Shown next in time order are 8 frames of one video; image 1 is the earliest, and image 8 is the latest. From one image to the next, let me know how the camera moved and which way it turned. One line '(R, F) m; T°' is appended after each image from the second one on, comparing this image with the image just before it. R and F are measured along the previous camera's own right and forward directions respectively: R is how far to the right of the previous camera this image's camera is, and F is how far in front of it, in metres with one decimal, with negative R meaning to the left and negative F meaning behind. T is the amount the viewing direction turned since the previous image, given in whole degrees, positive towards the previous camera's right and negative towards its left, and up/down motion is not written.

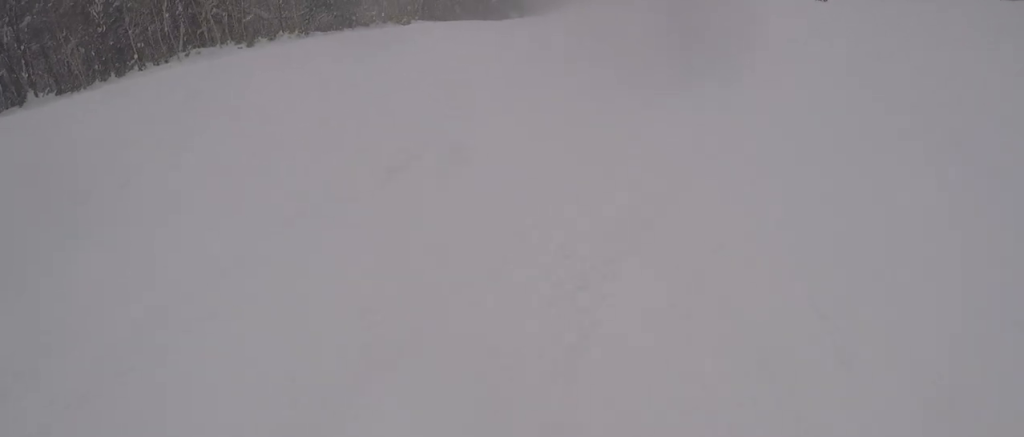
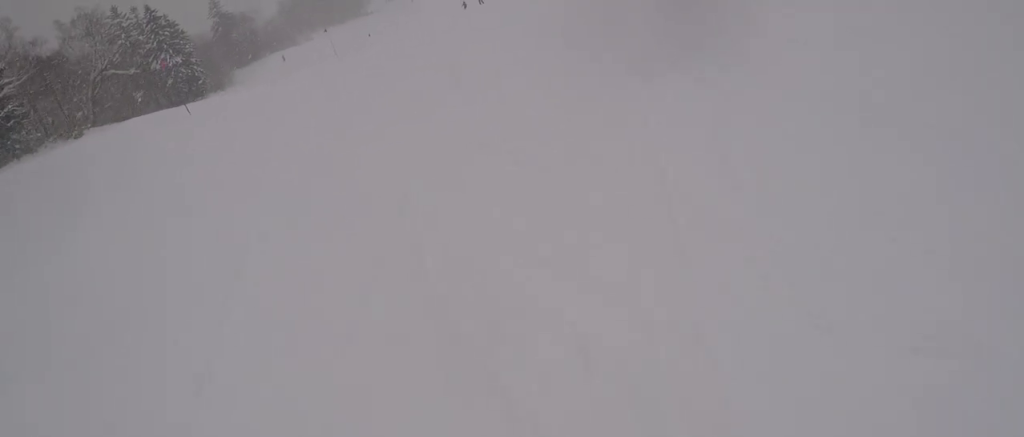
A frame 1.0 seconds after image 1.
(+0.4, +6.2) m; +12°
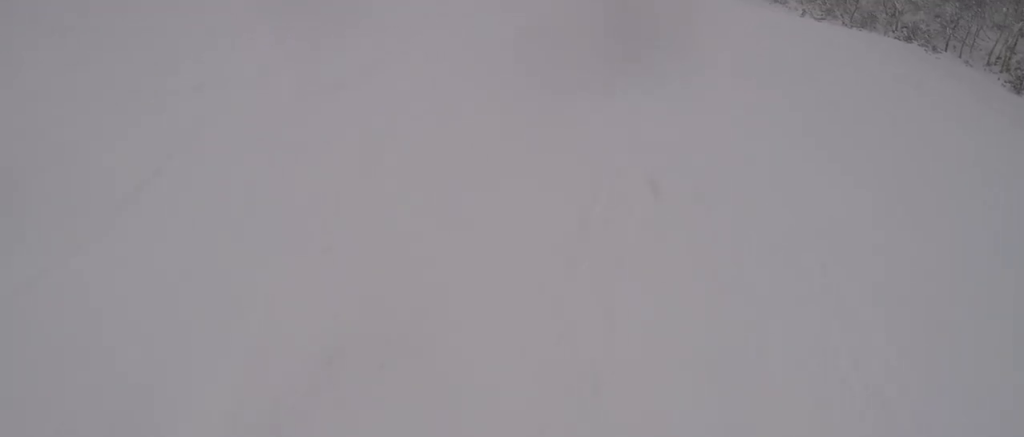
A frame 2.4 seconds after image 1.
(+1.3, +8.8) m; -3°
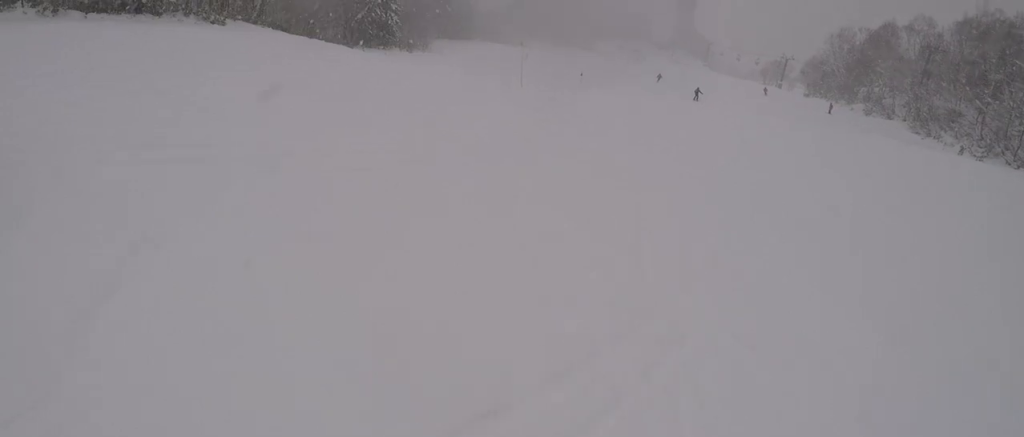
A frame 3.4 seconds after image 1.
(-1.1, +5.1) m; -20°
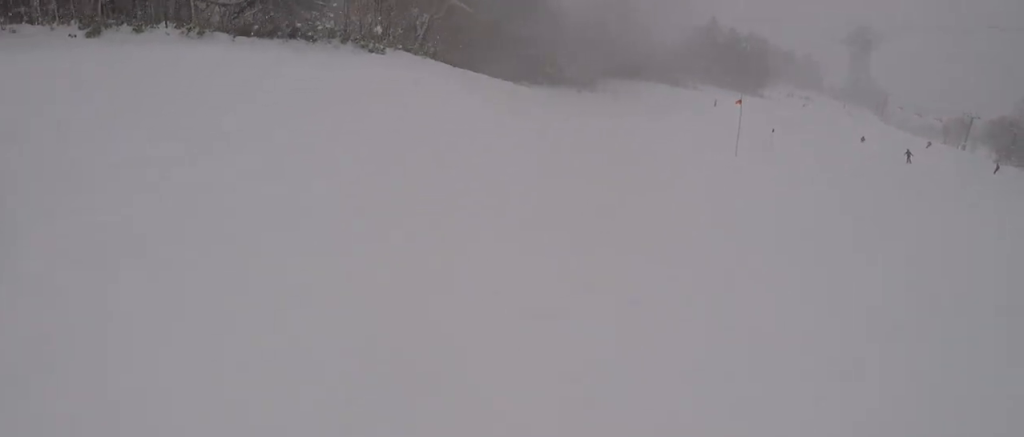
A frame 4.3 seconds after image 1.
(-0.8, +4.6) m; -10°
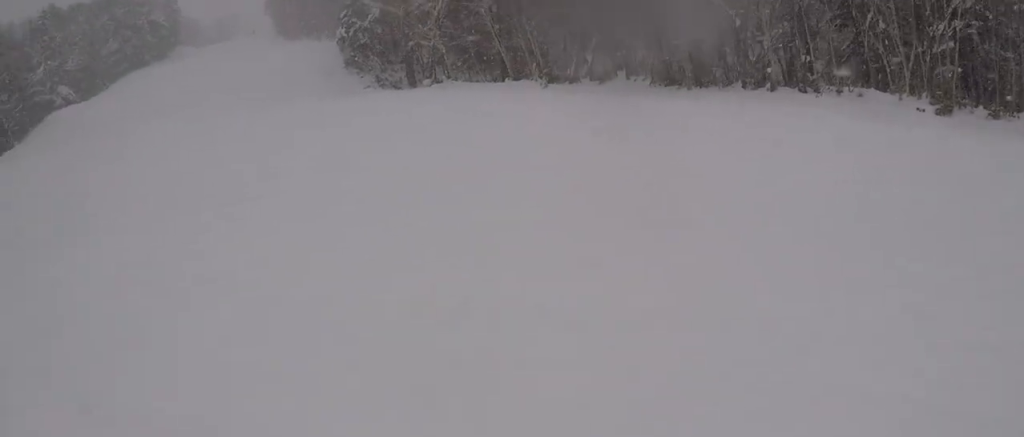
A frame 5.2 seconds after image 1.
(+0.3, +4.4) m; -6°
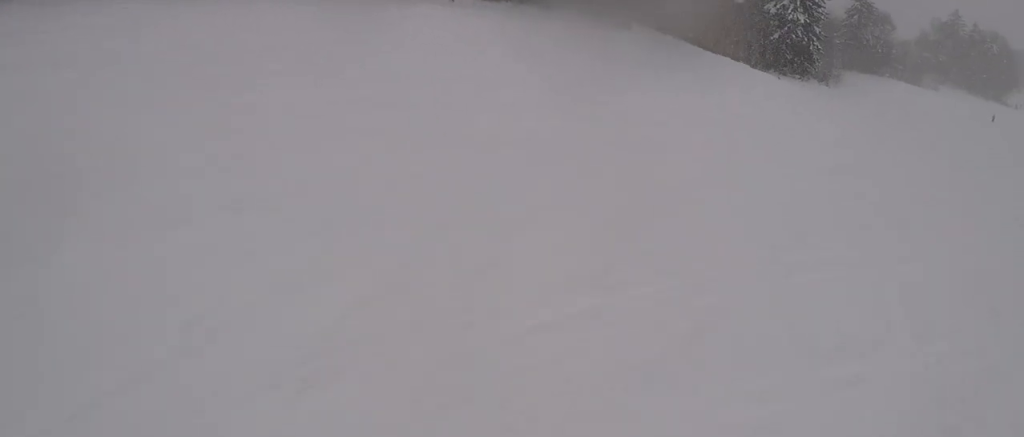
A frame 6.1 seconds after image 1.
(-0.8, +4.2) m; -11°
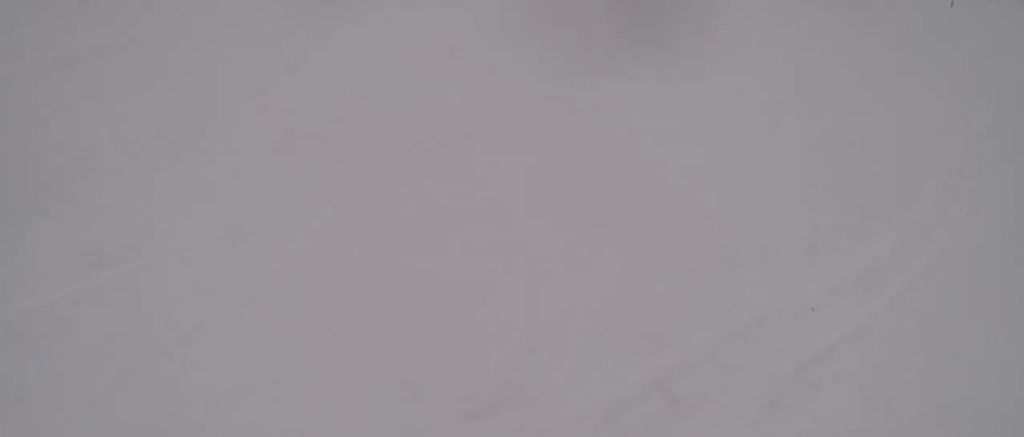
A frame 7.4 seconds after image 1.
(0.0, +6.7) m; +7°
